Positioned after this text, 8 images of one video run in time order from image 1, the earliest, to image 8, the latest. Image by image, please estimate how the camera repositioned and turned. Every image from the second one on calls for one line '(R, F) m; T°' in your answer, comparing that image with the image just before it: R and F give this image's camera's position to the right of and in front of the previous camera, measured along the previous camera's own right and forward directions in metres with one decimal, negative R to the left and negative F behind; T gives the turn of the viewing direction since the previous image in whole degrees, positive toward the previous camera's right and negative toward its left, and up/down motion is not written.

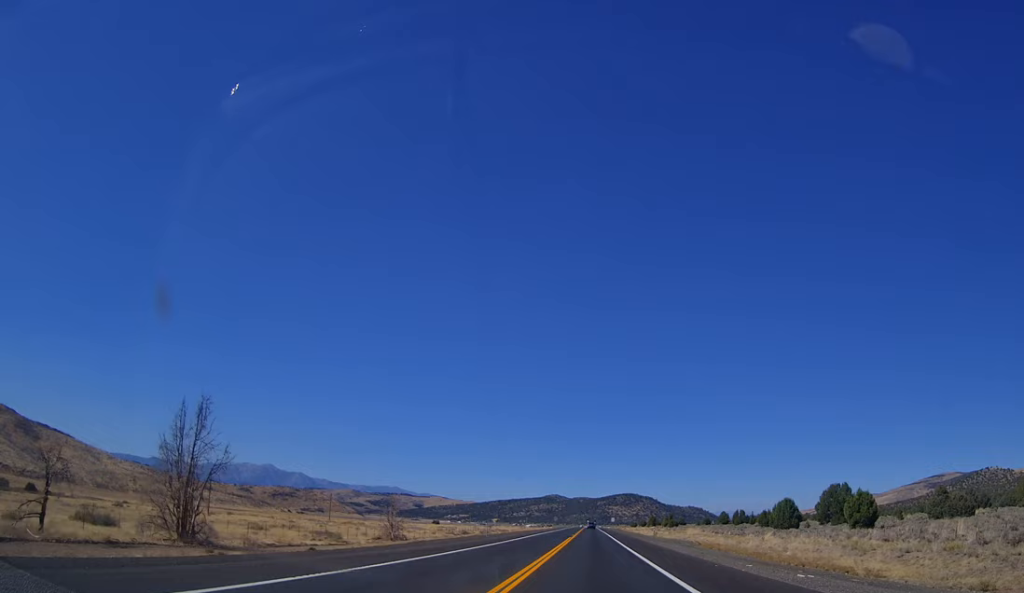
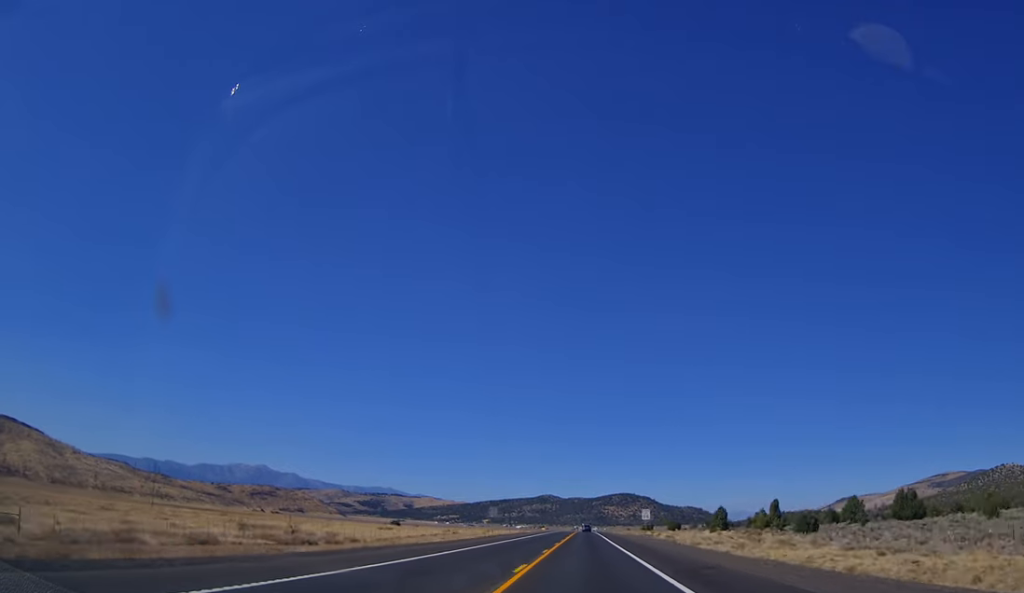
(-0.2, +126.8) m; 0°
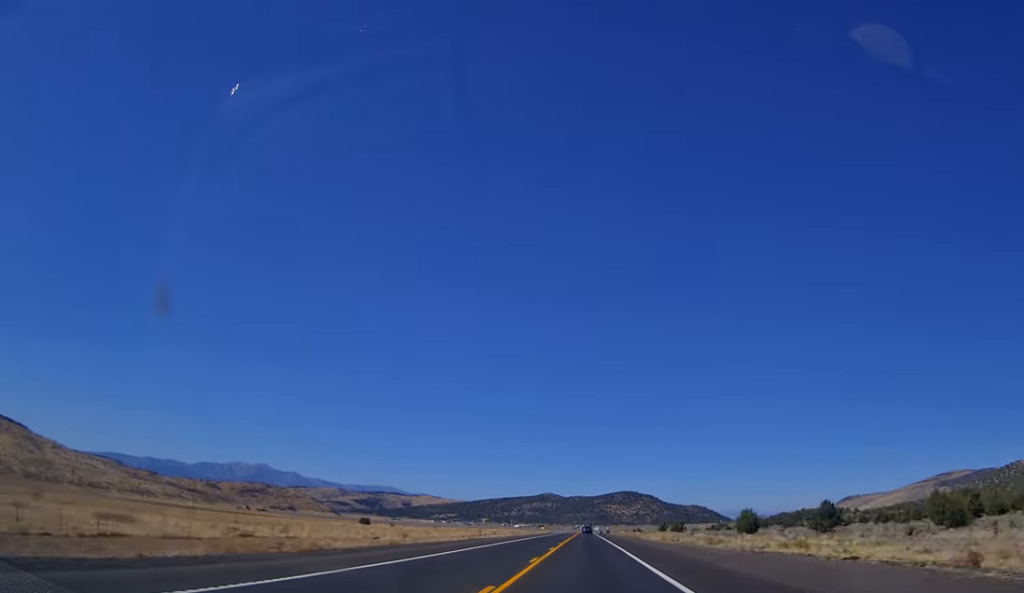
(-0.2, +81.0) m; 0°
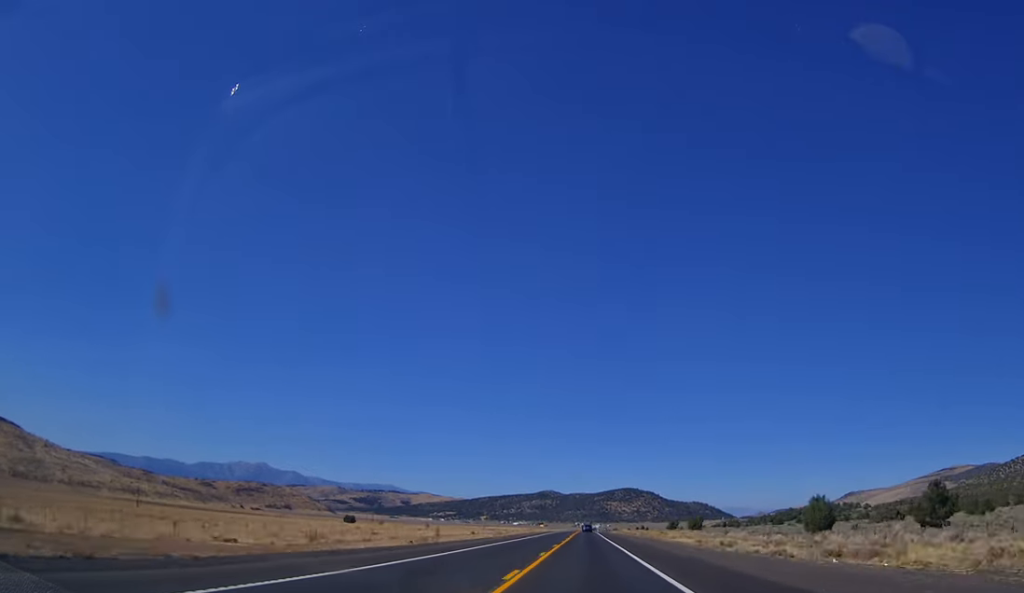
(+0.2, +31.8) m; 0°
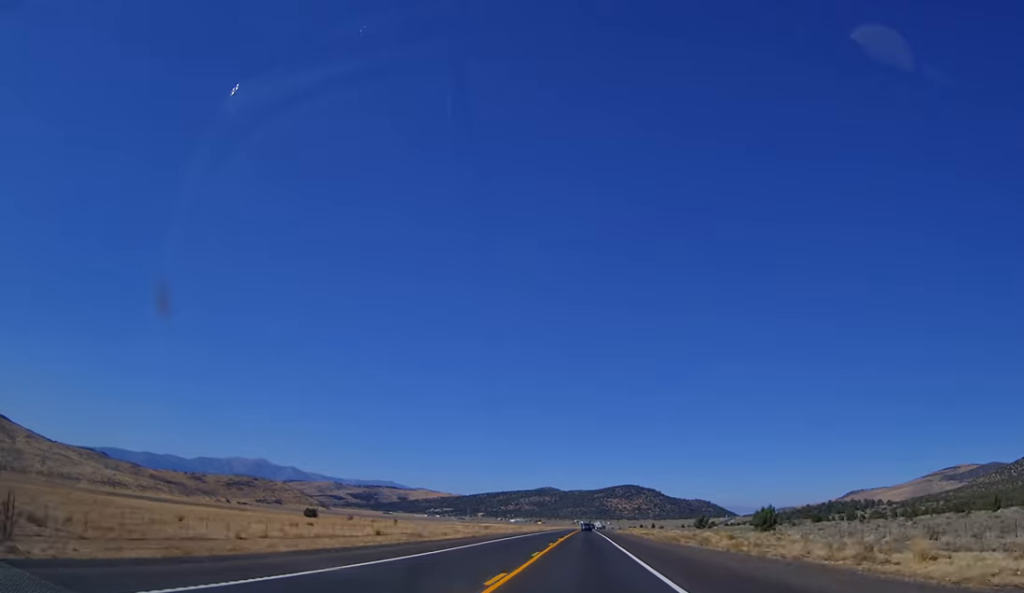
(+0.2, +63.5) m; 0°
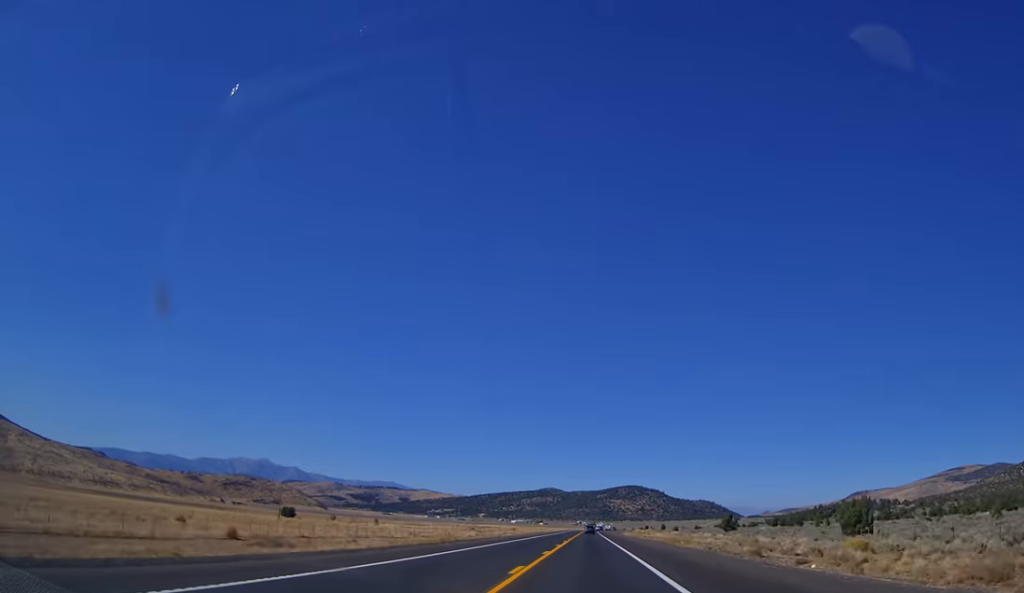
(0.0, +33.8) m; 0°
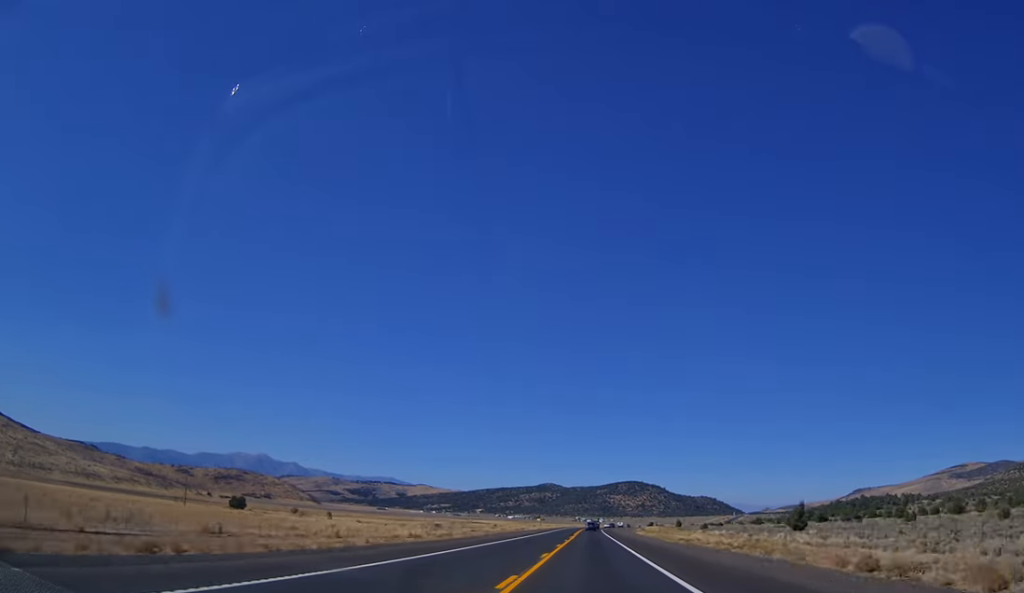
(0.0, +53.6) m; 0°
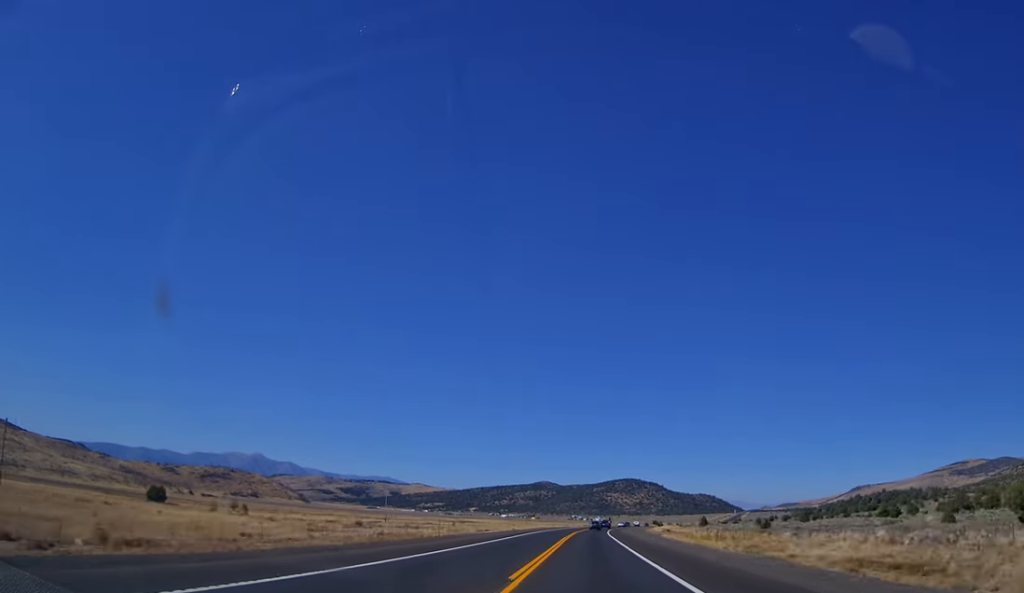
(0.0, +59.5) m; 0°
